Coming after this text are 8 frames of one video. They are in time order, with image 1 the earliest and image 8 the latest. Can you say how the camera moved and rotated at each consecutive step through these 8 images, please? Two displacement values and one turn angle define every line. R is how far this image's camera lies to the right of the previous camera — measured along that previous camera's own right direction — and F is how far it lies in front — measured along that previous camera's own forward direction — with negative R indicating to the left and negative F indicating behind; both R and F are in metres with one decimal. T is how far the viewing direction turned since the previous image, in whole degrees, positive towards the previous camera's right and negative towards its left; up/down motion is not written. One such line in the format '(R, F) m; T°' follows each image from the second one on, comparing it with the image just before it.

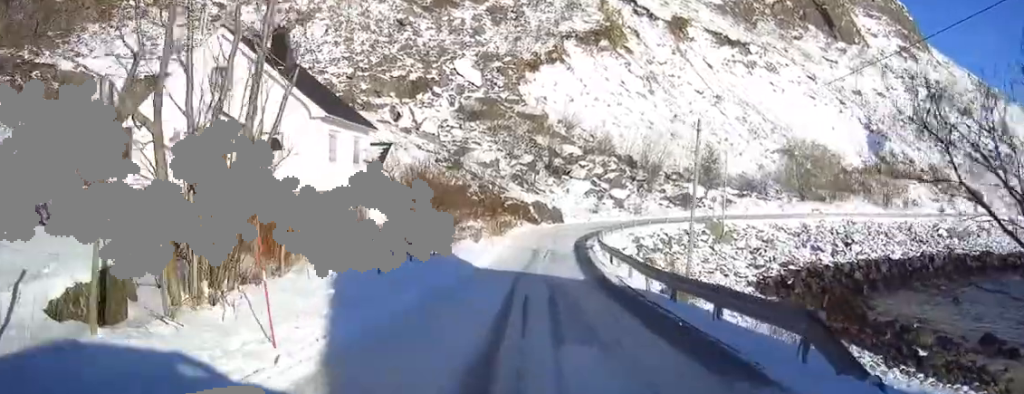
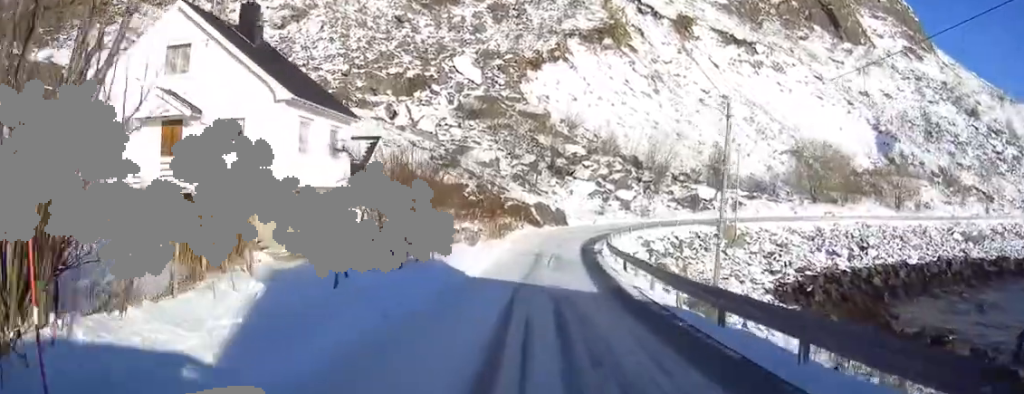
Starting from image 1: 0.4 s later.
(0.0, +4.3) m; 0°
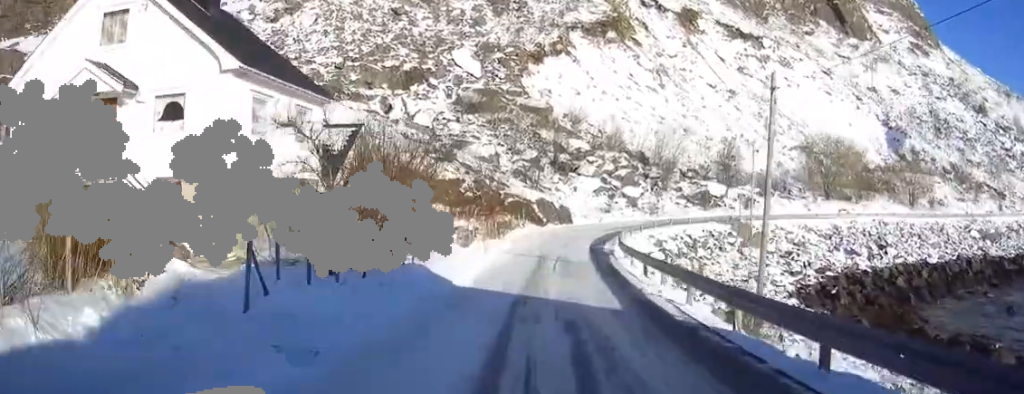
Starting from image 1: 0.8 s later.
(0.0, +4.6) m; 0°
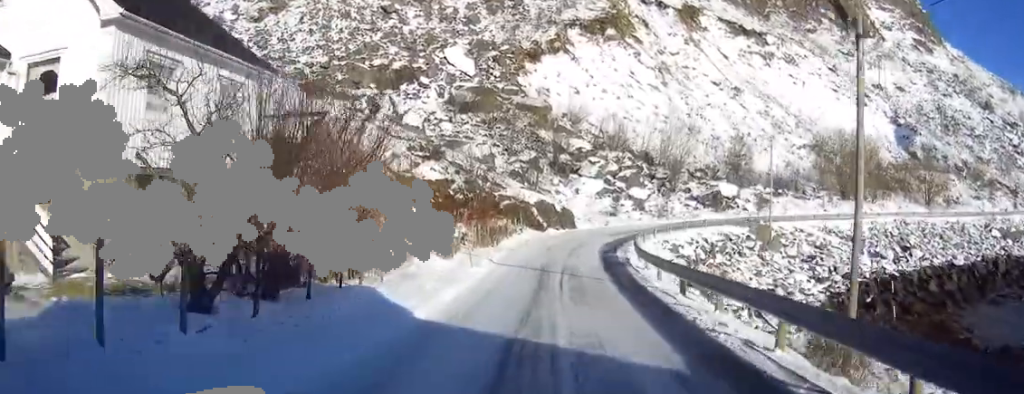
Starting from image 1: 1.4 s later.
(0.0, +6.1) m; 0°
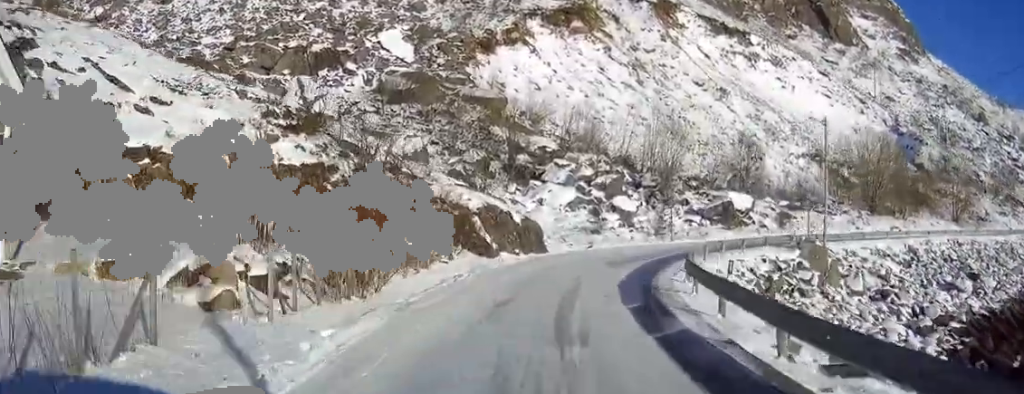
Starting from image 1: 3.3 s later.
(+0.2, +20.7) m; +3°
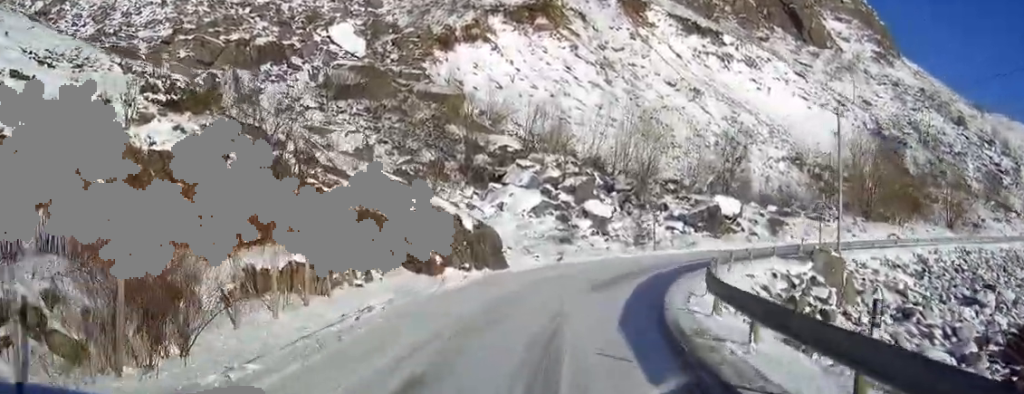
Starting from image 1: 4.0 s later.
(+0.1, +7.2) m; +3°
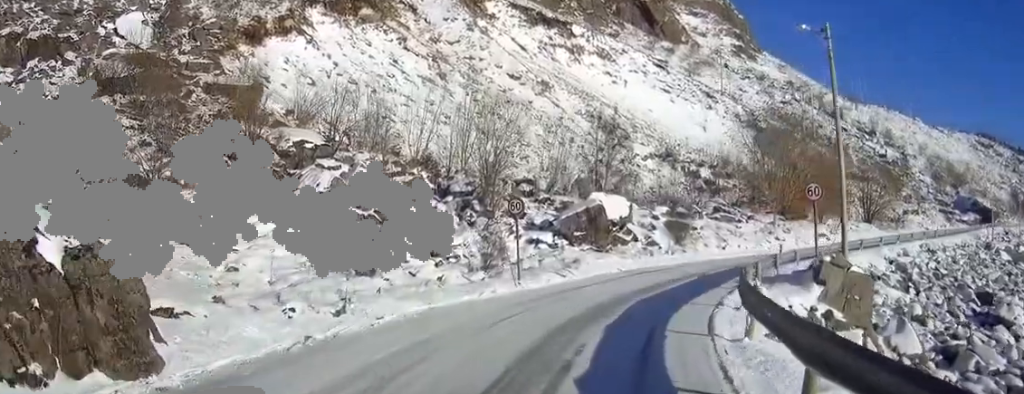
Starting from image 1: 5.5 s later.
(+1.4, +16.4) m; +12°
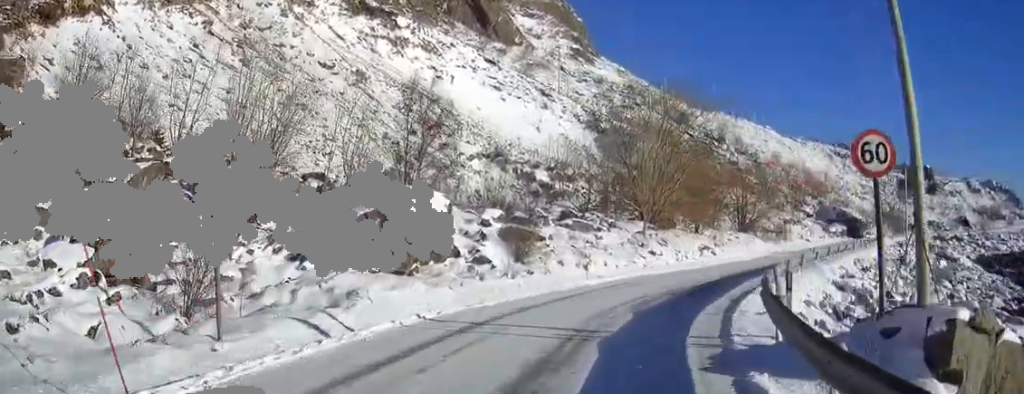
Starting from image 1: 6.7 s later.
(+1.3, +13.1) m; +12°
